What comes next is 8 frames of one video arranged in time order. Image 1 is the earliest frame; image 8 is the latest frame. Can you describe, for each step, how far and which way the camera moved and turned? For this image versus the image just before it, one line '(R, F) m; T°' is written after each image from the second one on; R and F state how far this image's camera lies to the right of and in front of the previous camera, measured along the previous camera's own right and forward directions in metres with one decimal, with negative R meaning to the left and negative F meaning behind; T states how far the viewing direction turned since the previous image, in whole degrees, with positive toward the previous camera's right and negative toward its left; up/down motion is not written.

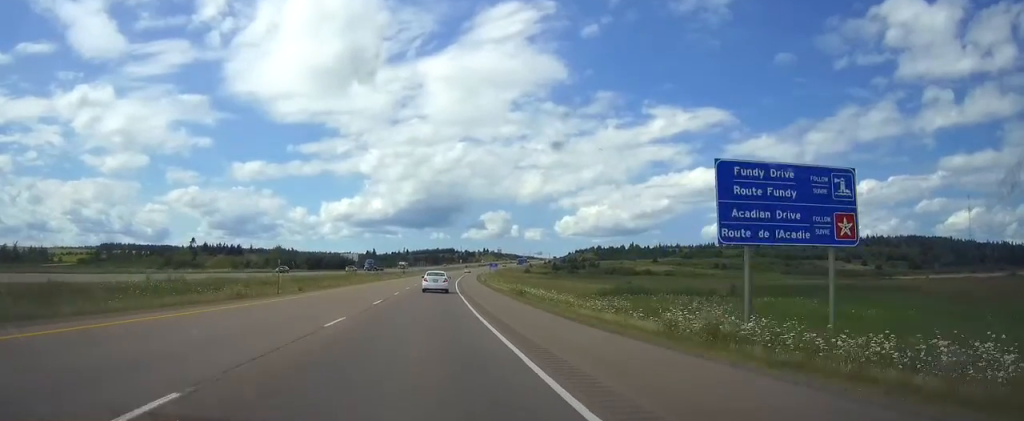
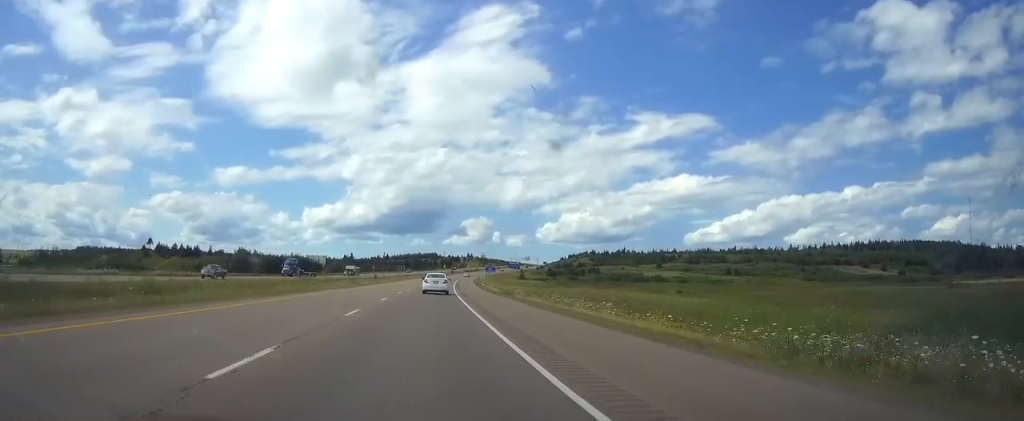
(+0.5, +44.2) m; +2°
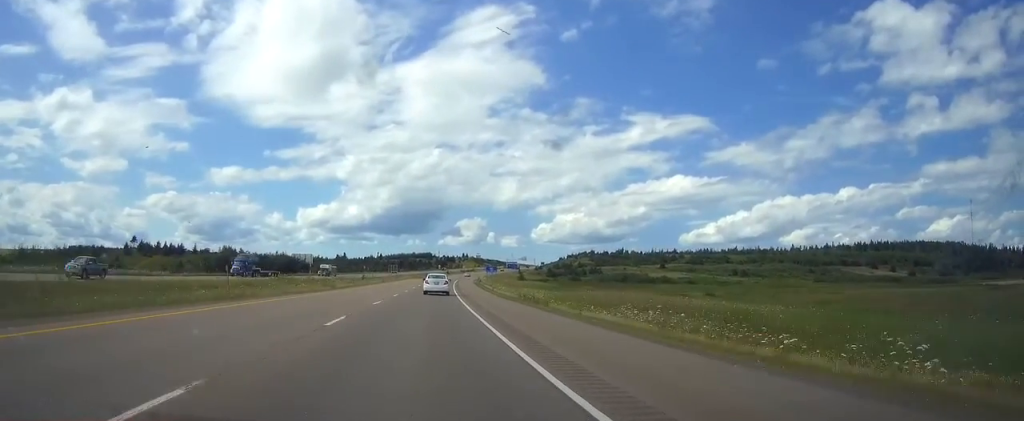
(0.0, +15.8) m; +1°
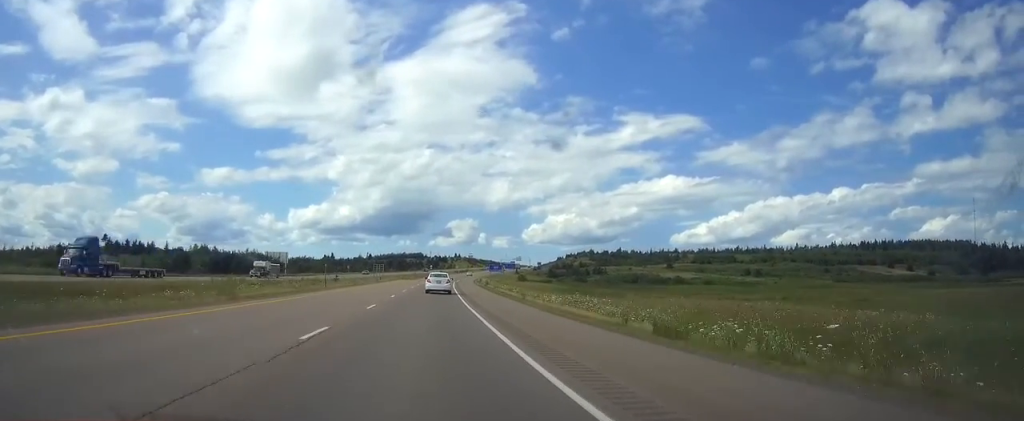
(+0.3, +27.1) m; +1°
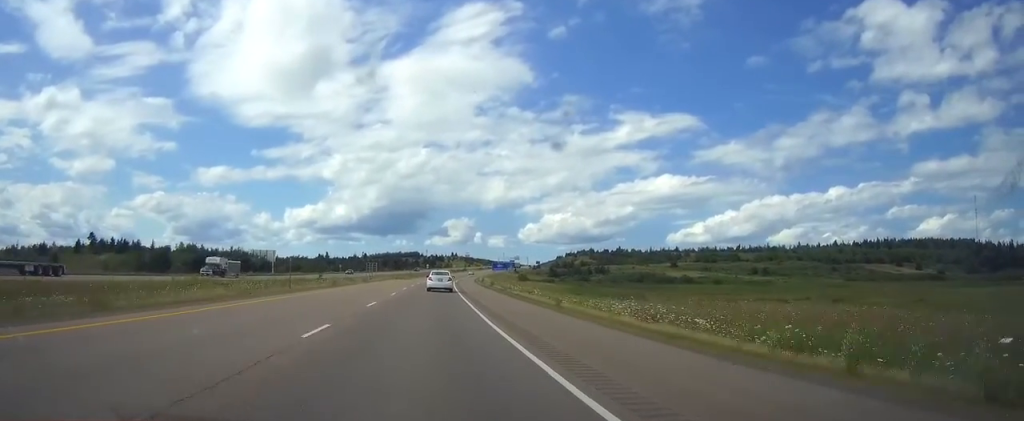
(+0.1, +12.2) m; 0°
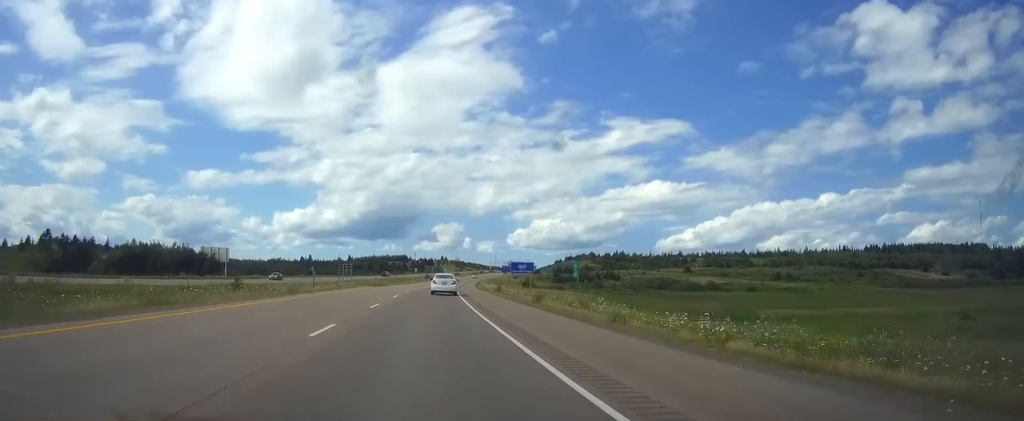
(+0.3, +36.0) m; +1°
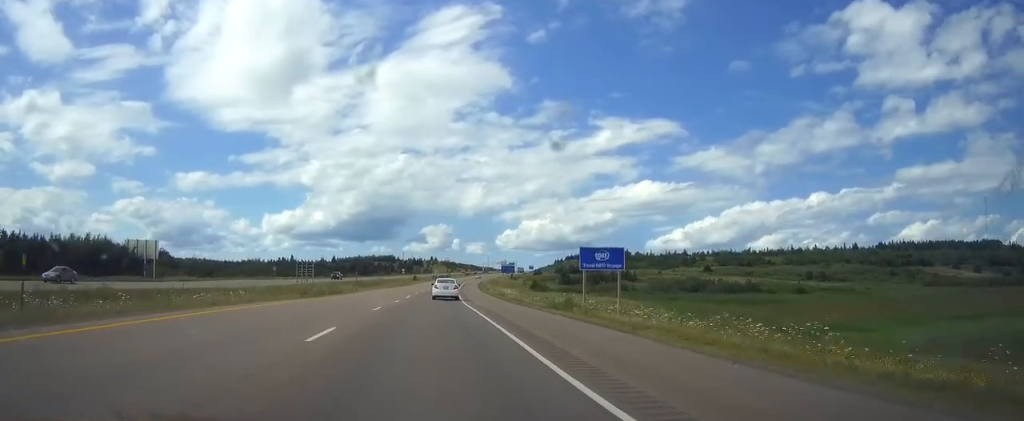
(+0.5, +37.3) m; +1°
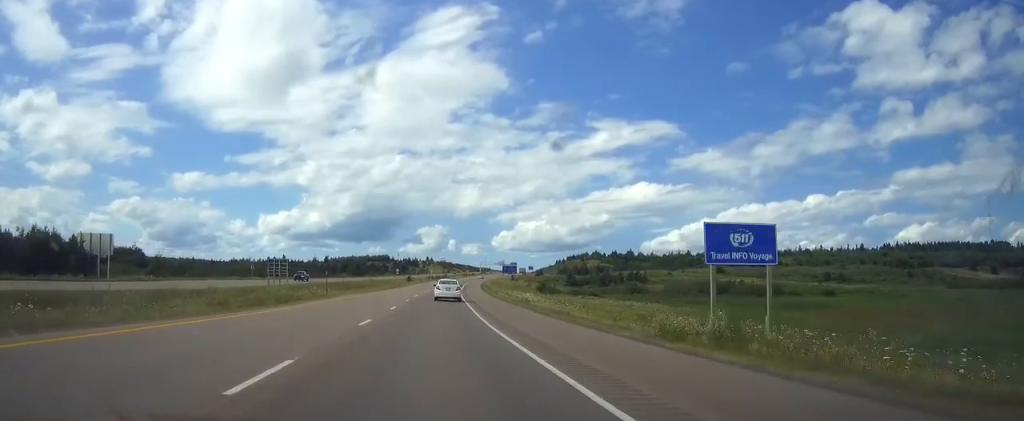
(0.0, +17.4) m; 0°
